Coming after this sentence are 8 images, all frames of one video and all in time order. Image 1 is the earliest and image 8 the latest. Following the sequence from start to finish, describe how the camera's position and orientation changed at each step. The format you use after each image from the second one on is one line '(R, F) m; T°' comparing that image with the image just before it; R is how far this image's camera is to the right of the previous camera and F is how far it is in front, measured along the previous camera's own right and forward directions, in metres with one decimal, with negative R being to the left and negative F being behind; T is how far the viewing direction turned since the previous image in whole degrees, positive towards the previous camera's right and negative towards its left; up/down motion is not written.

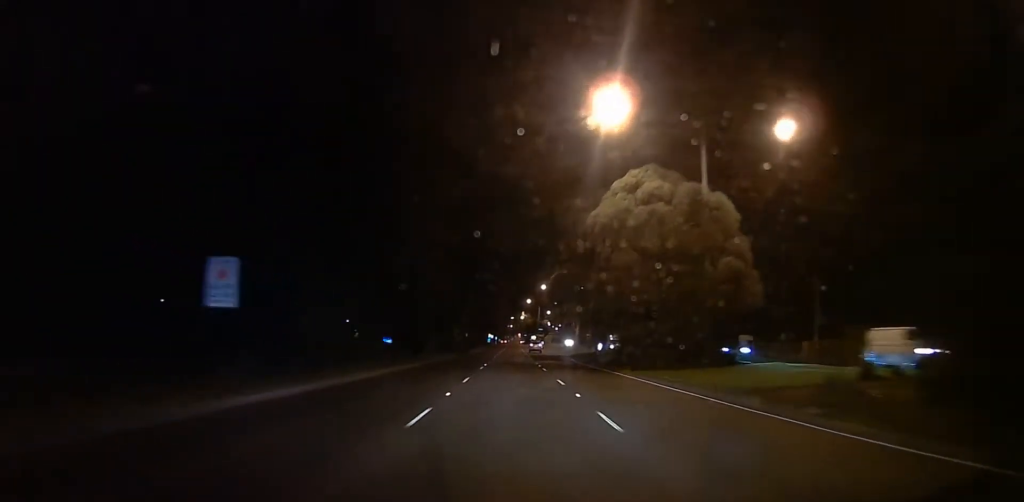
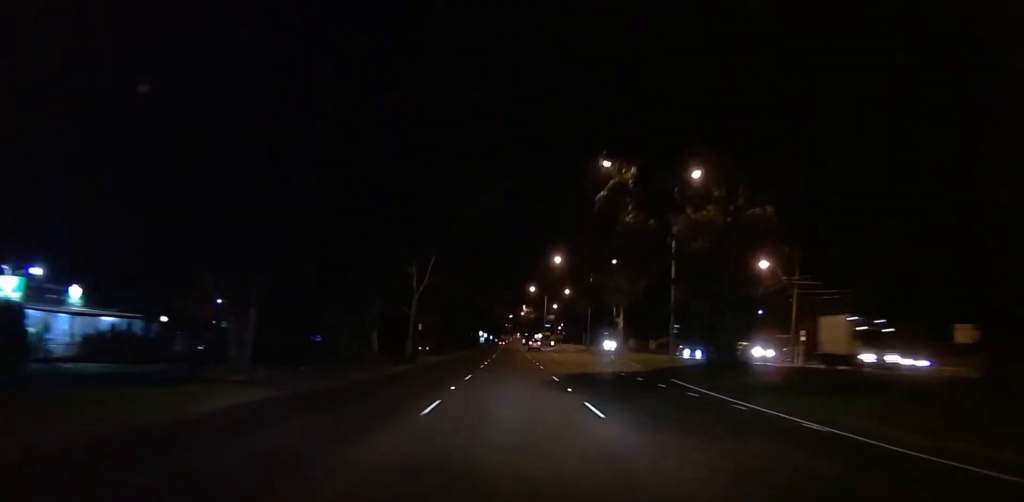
(-0.7, +45.2) m; -1°
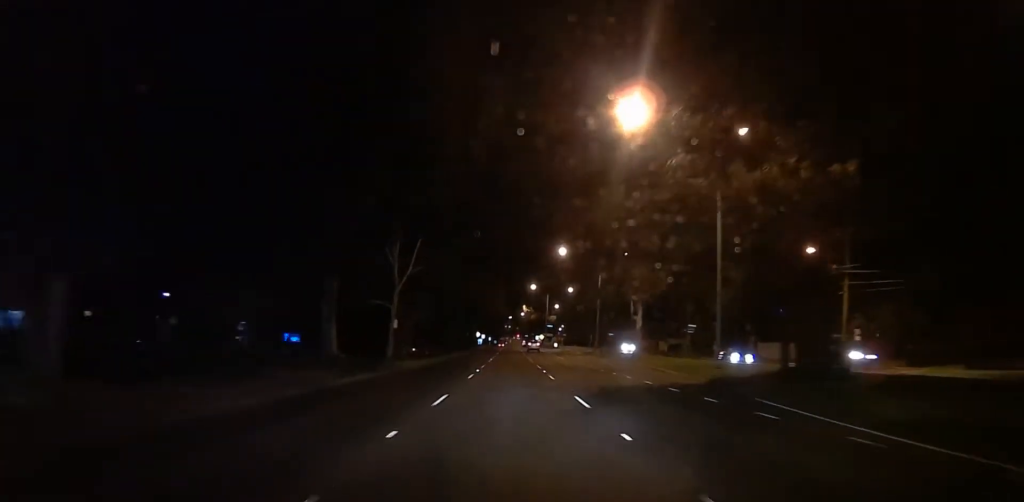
(0.0, +9.8) m; 0°
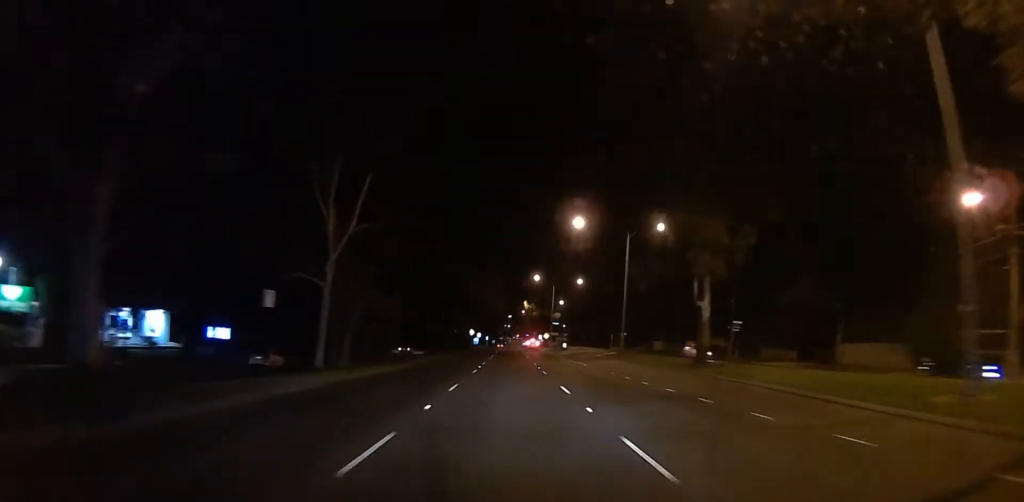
(0.0, +19.6) m; 0°
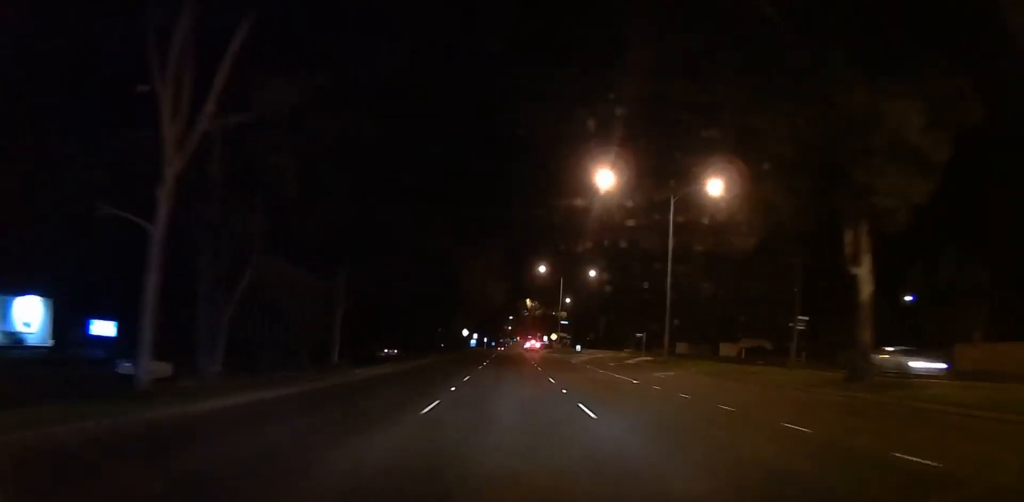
(+0.1, +17.4) m; 0°
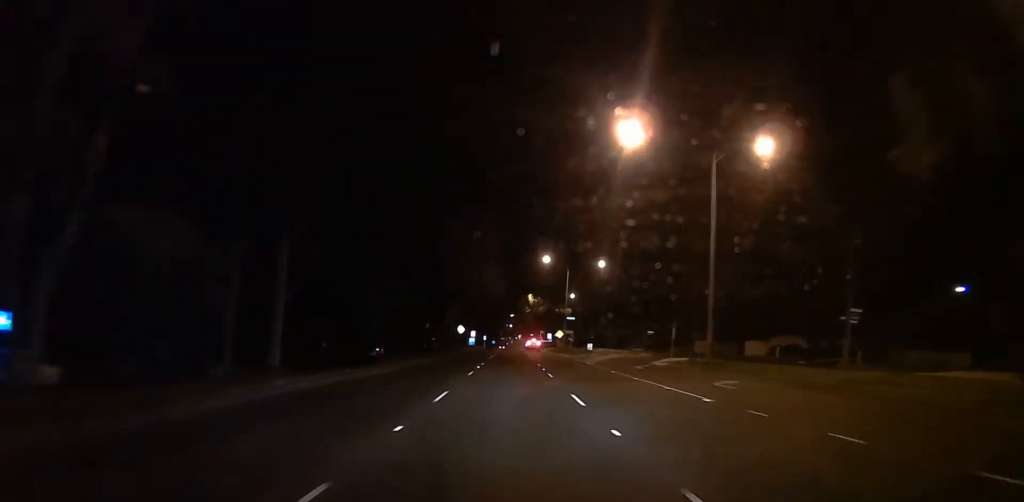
(-0.1, +9.9) m; +1°
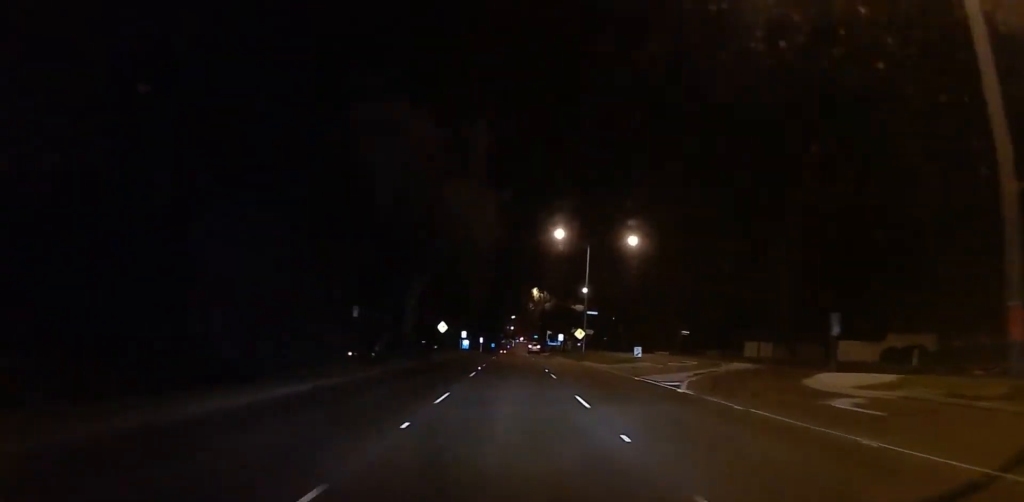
(+0.3, +24.2) m; +2°
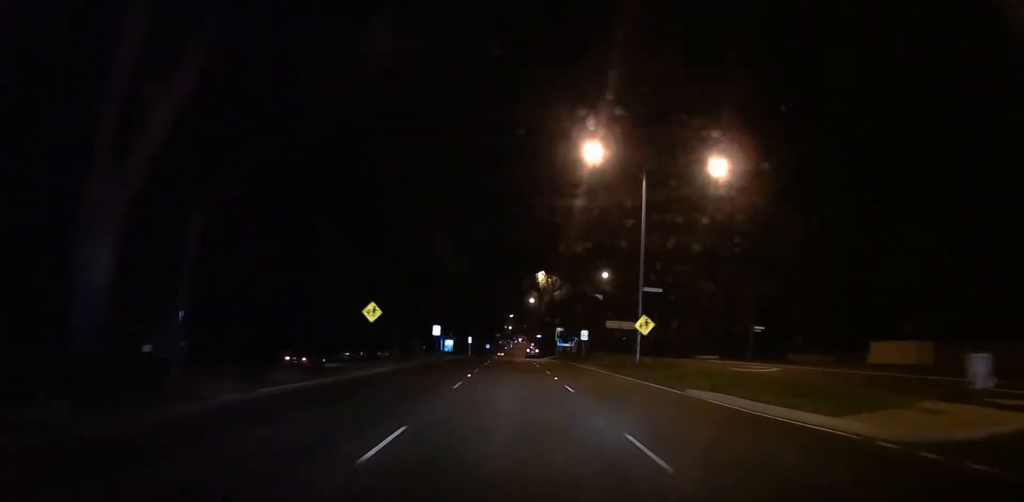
(+0.2, +31.5) m; -1°
